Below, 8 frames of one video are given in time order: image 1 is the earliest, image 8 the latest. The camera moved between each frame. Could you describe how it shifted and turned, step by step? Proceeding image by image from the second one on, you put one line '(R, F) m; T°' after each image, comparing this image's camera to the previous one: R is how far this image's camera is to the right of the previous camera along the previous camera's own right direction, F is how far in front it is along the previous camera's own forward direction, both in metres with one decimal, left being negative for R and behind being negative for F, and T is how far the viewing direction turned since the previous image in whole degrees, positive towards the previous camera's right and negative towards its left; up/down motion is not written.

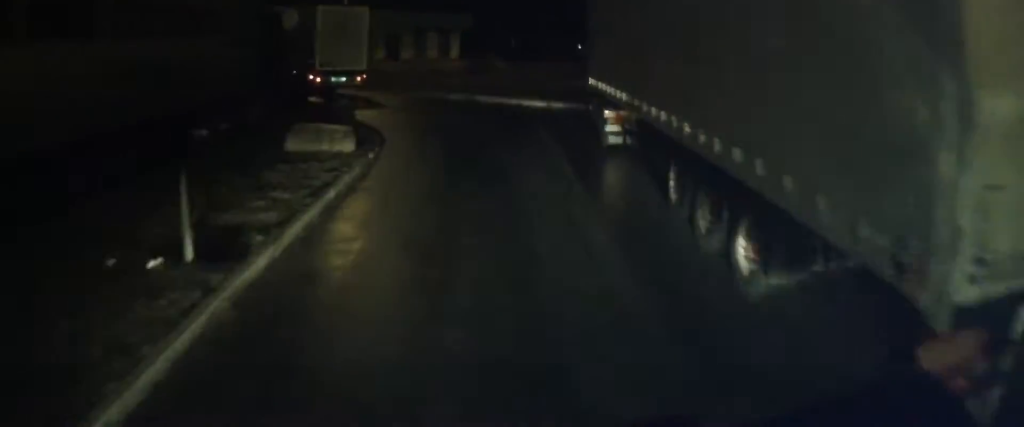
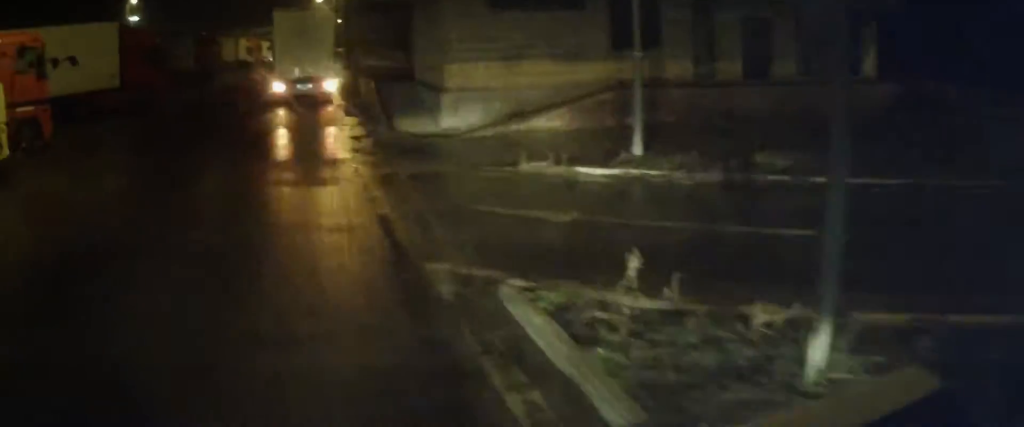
(-6.9, +30.6) m; -30°
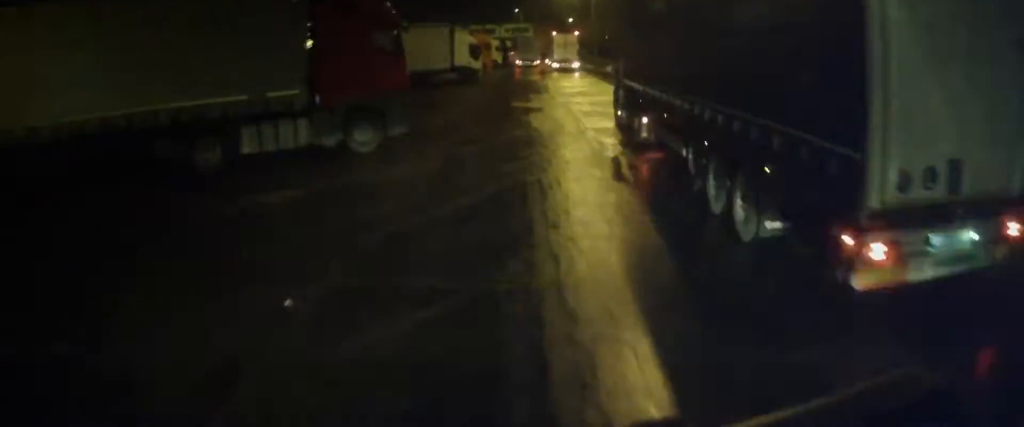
(-6.4, +31.6) m; -11°
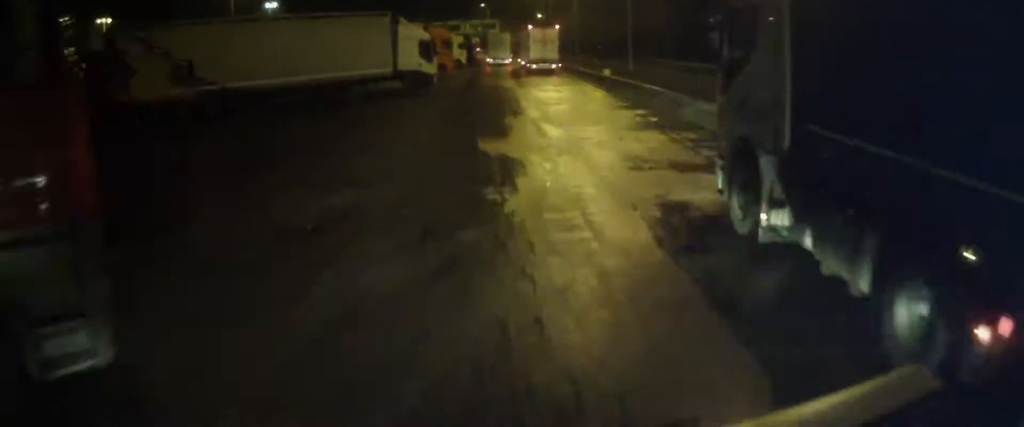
(-0.1, +10.6) m; 0°
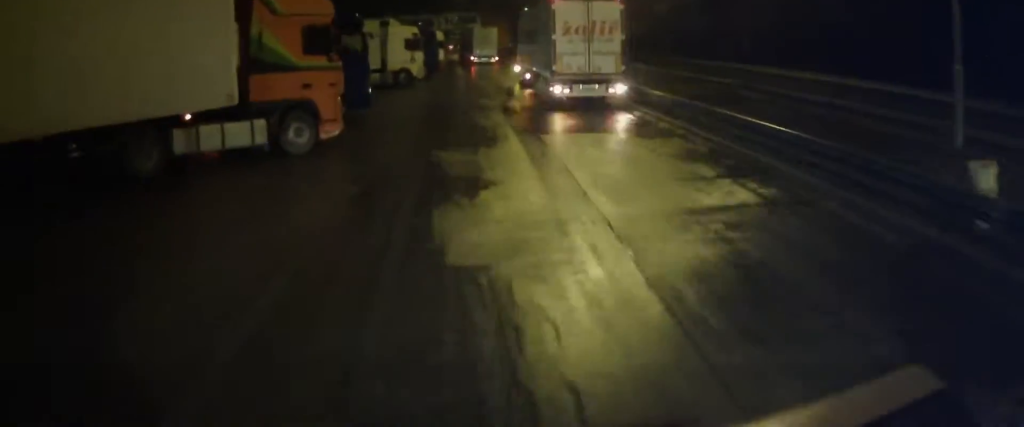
(+0.9, +29.7) m; +3°
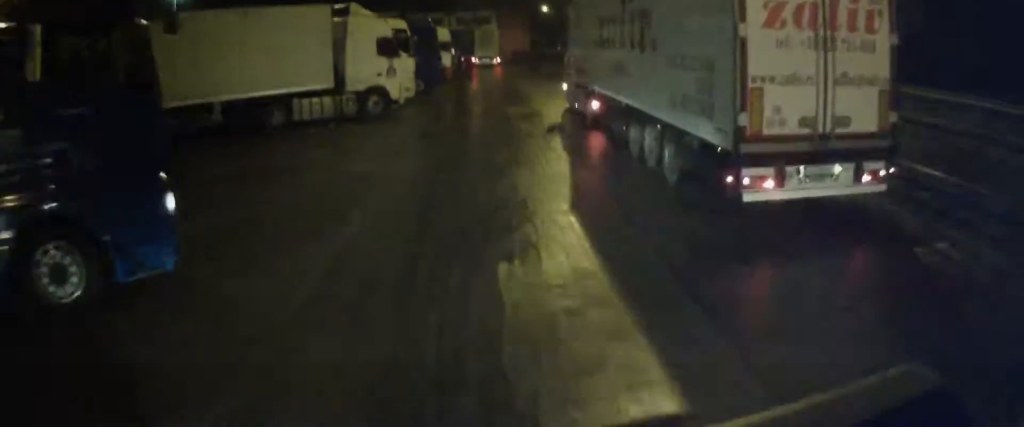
(+0.2, +14.7) m; +1°
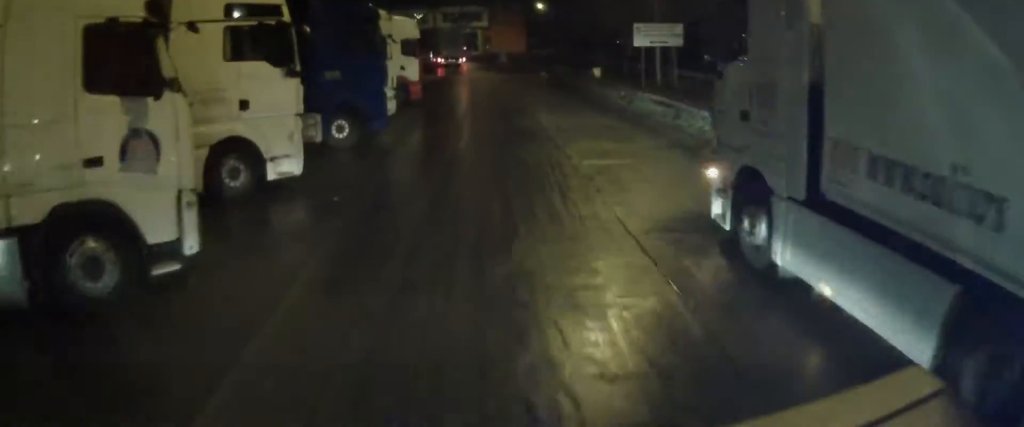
(+0.1, +15.4) m; +1°
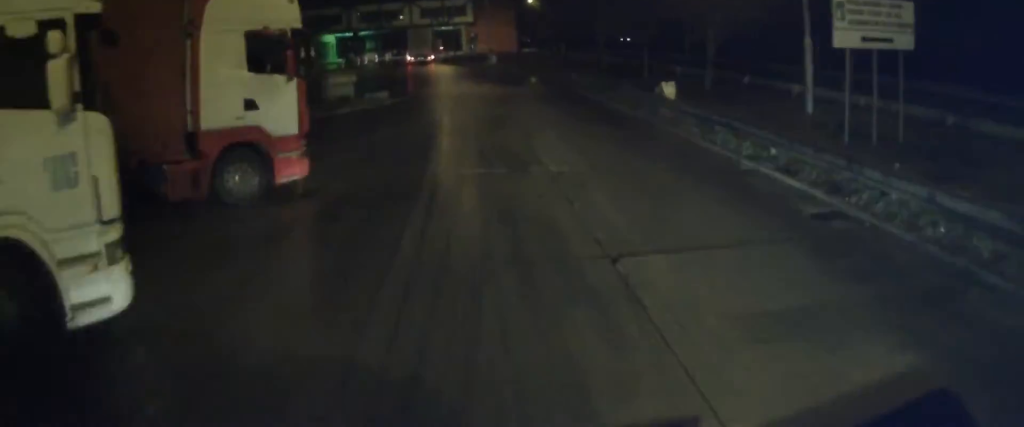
(+0.3, +15.4) m; 0°
